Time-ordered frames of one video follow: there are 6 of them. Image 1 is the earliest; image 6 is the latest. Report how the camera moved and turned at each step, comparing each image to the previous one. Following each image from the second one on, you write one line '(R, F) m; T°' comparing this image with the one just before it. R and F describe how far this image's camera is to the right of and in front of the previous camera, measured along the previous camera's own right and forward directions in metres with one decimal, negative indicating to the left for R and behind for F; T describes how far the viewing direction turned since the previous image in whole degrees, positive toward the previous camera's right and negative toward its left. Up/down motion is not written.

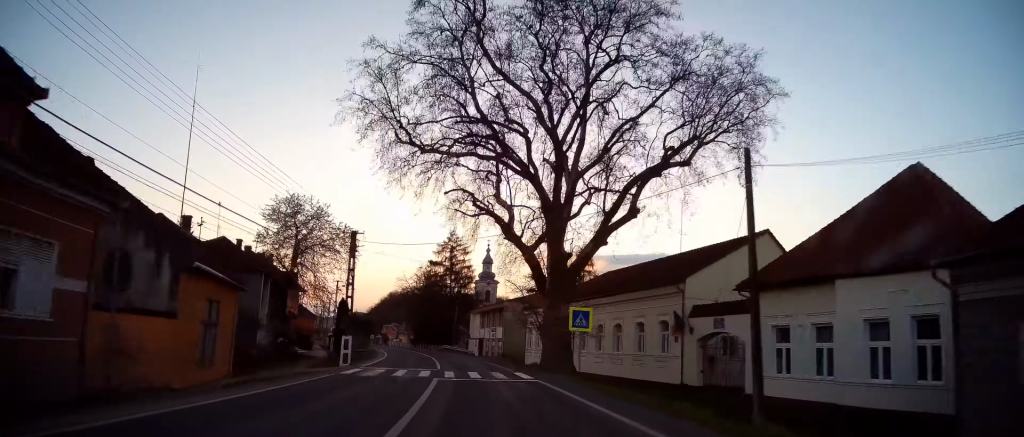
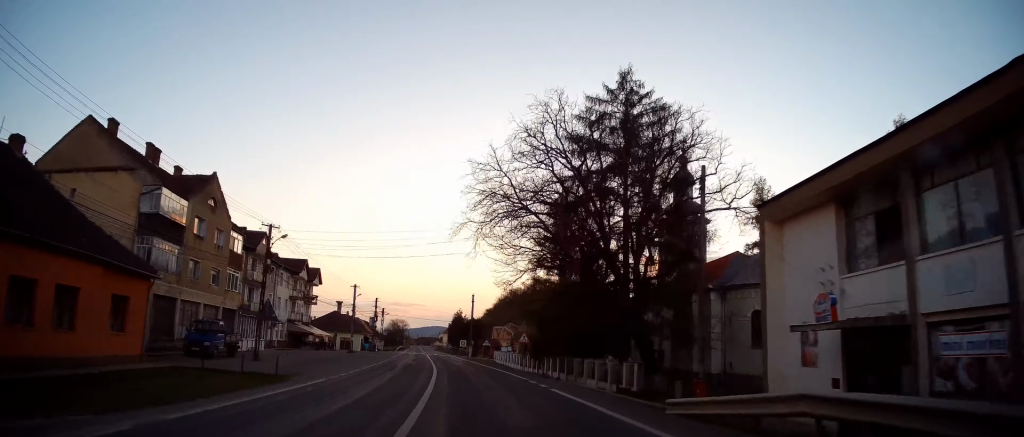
(-6.0, +62.7) m; -12°
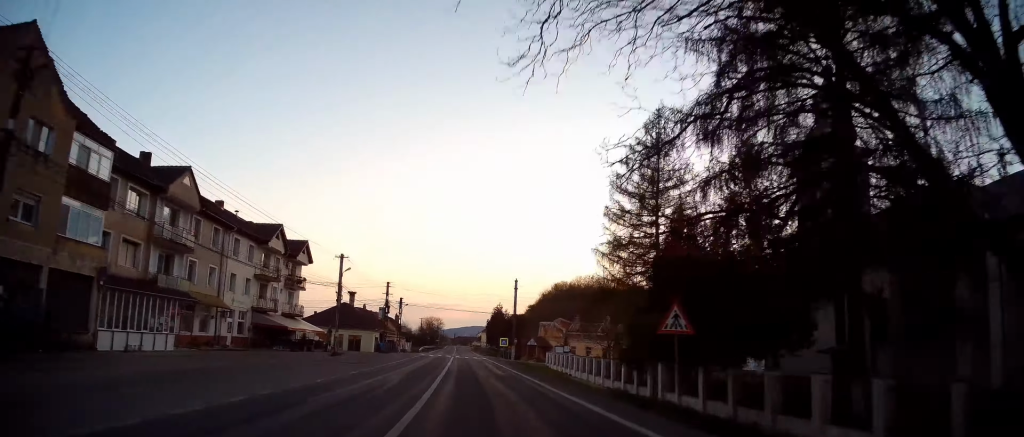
(-0.5, +21.3) m; -4°
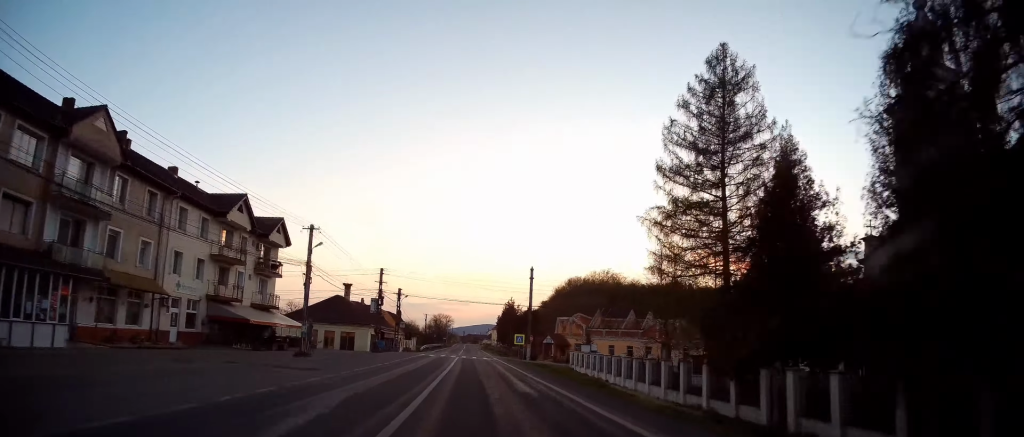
(-0.4, +10.0) m; -2°
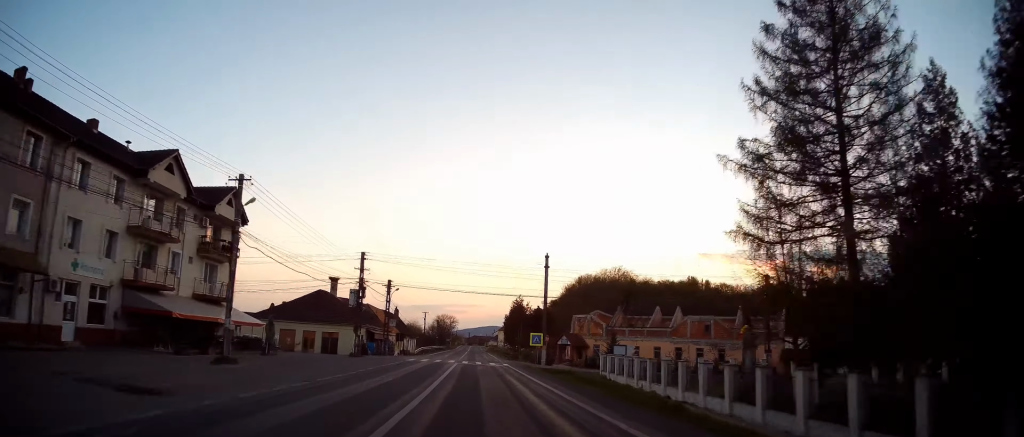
(-0.1, +10.8) m; -2°
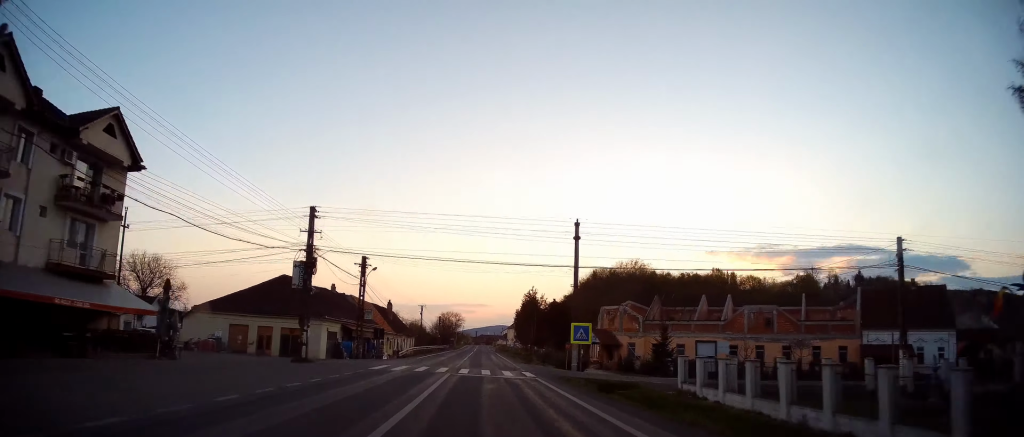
(-0.3, +14.8) m; -1°
